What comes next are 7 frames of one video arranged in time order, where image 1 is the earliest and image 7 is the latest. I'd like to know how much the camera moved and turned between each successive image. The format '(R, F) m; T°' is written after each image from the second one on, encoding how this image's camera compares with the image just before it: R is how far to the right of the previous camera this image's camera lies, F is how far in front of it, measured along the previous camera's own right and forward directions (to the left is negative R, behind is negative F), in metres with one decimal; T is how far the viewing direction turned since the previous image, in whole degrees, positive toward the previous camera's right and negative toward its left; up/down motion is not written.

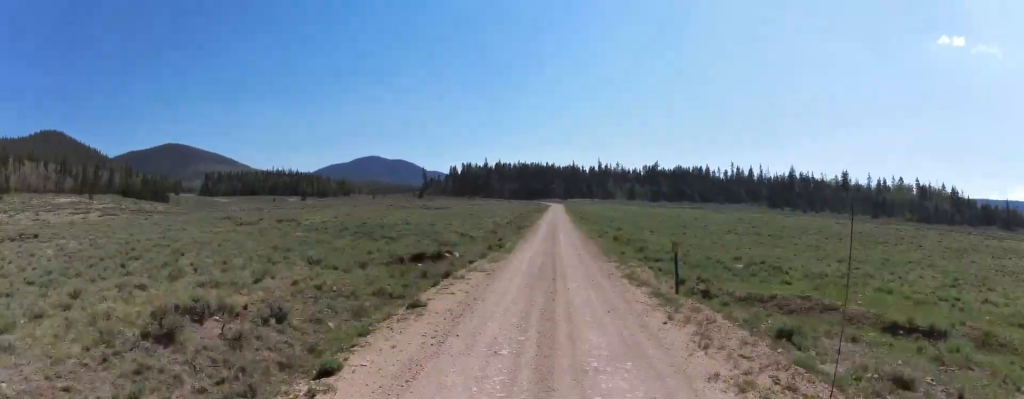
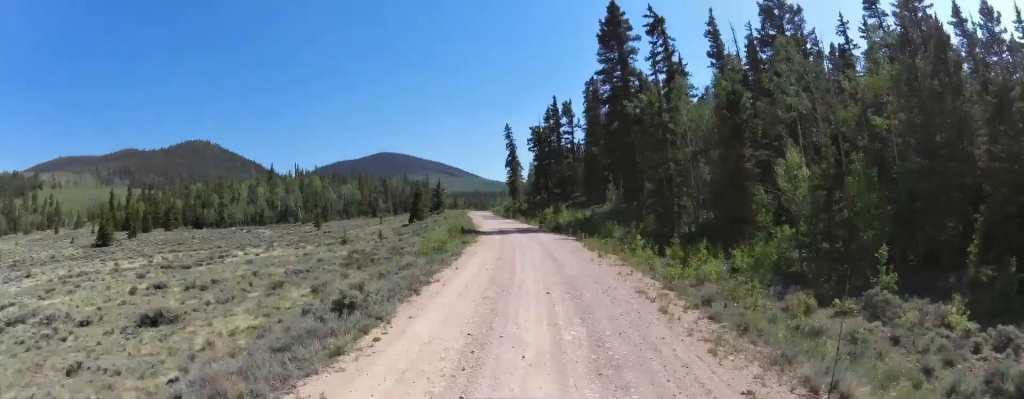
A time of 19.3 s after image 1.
(-58.7, +288.9) m; -32°
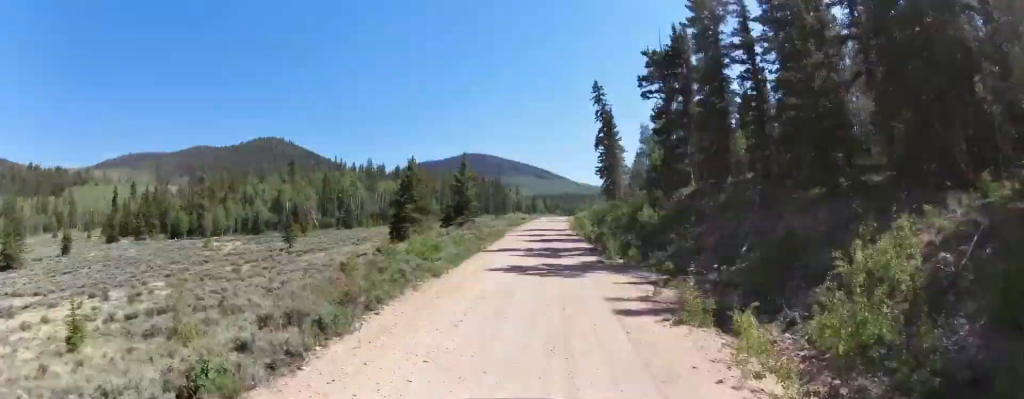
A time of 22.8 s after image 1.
(-4.5, +52.8) m; -5°
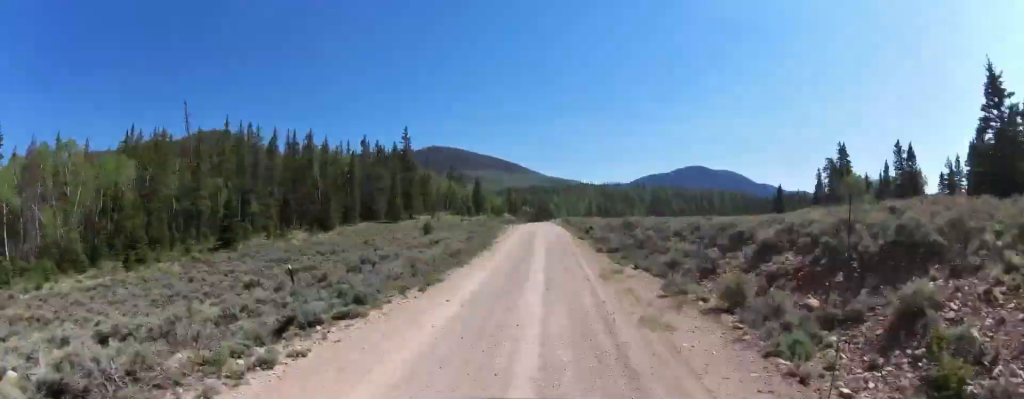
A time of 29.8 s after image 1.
(0.0, +102.7) m; -2°
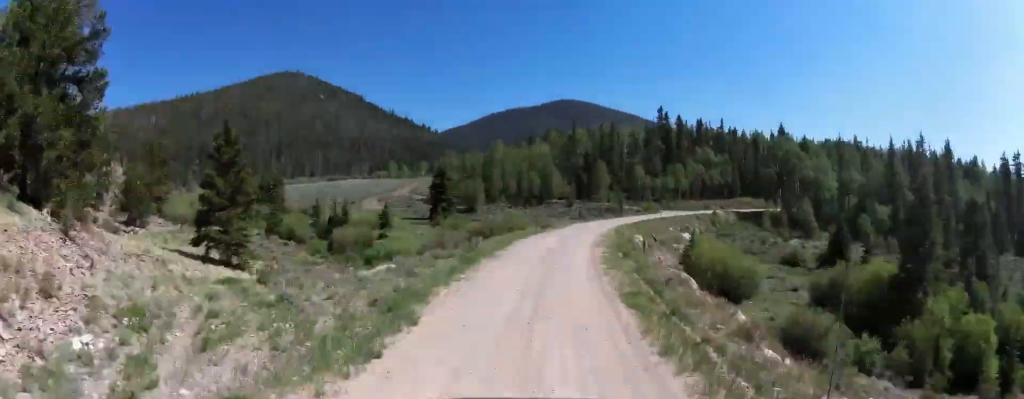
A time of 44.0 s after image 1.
(-19.1, +194.4) m; +2°
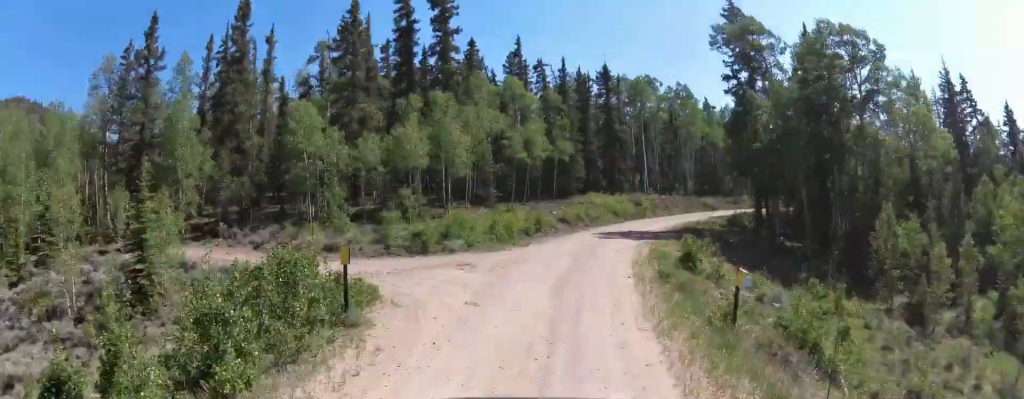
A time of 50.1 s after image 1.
(+15.8, +70.7) m; +39°
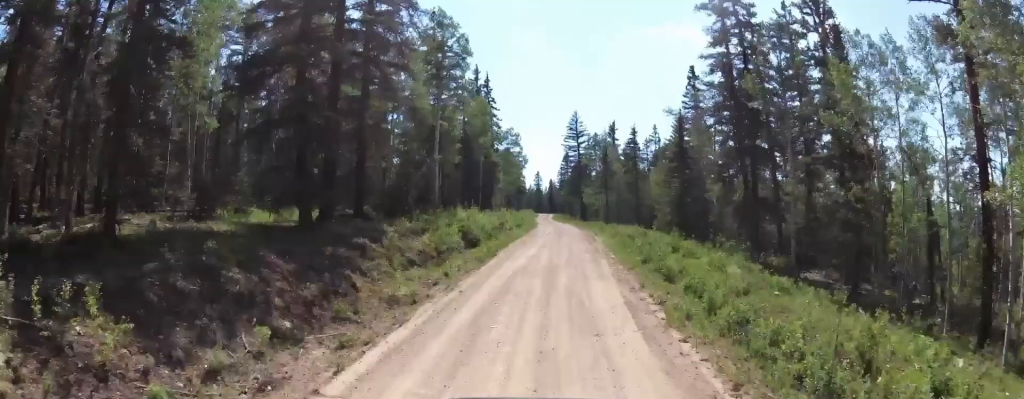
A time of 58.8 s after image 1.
(+56.9, +87.9) m; +39°
